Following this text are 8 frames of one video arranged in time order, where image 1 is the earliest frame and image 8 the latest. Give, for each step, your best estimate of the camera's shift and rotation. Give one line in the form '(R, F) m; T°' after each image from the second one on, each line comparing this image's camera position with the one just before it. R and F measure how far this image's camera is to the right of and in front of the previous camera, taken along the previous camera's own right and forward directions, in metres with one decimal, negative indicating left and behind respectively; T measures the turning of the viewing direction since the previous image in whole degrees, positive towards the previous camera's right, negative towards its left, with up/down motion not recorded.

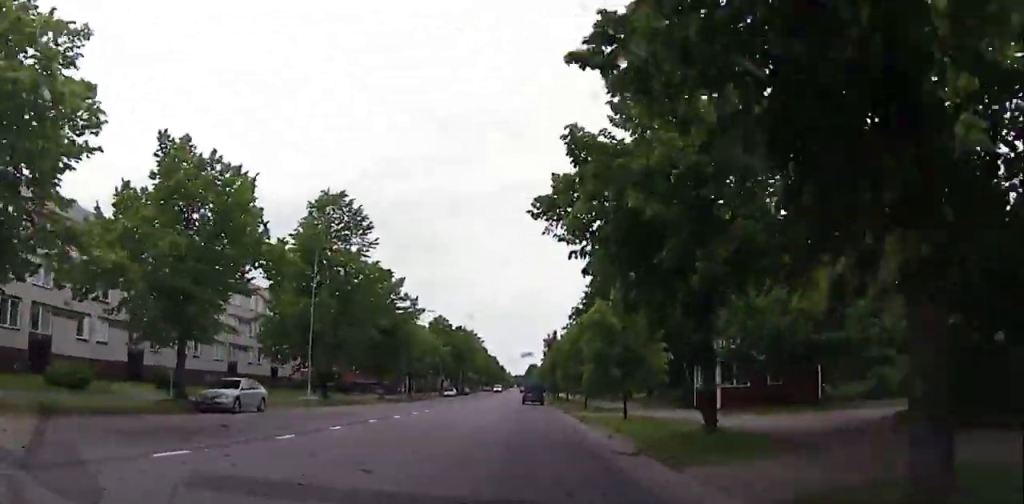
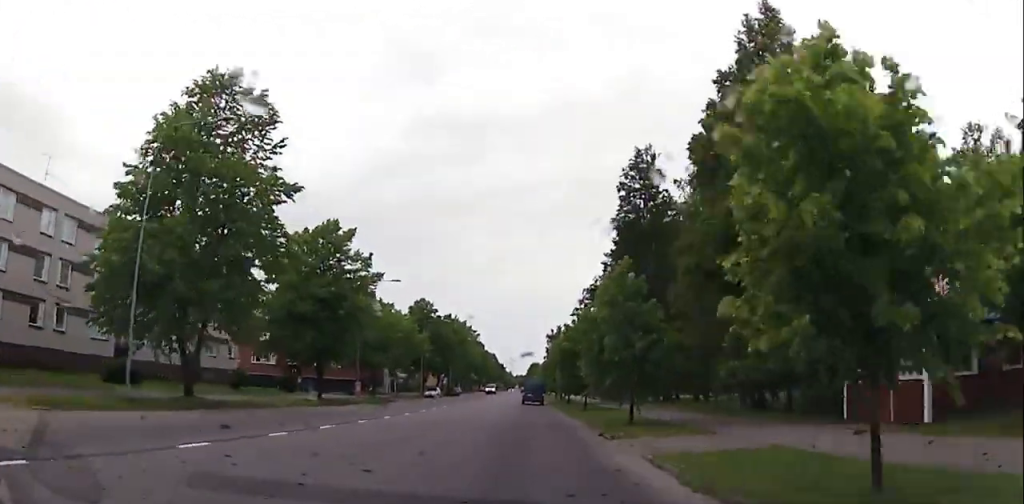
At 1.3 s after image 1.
(0.0, +20.6) m; 0°
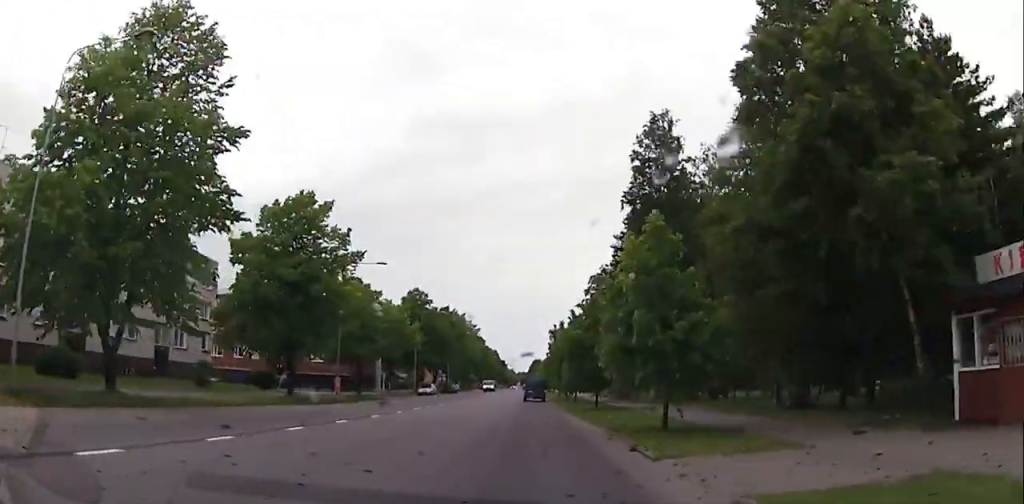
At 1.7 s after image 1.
(0.0, +6.3) m; 0°
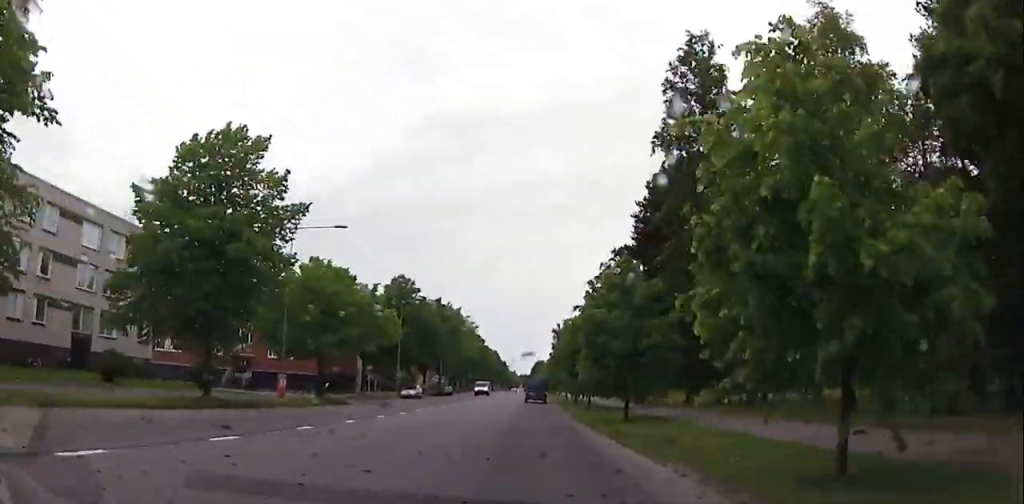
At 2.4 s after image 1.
(0.0, +11.4) m; 0°
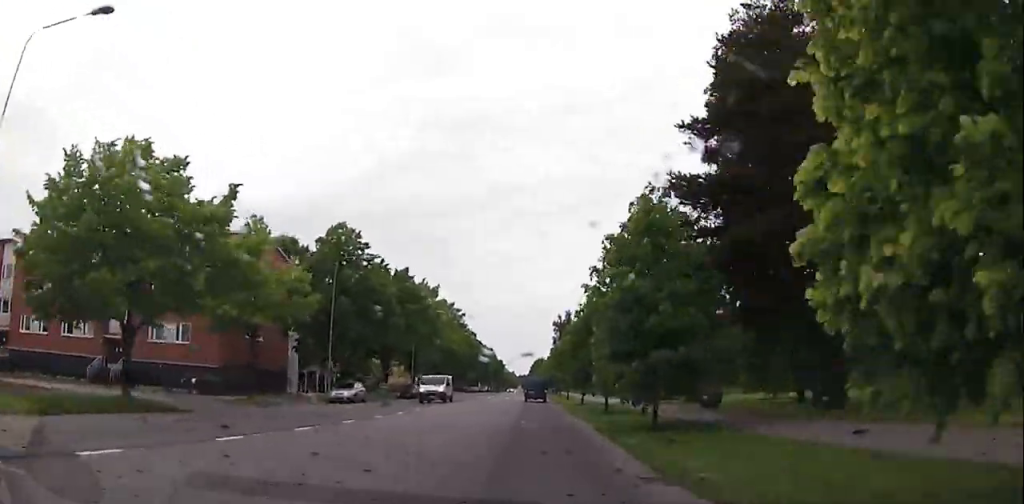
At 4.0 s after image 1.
(0.0, +23.2) m; -1°
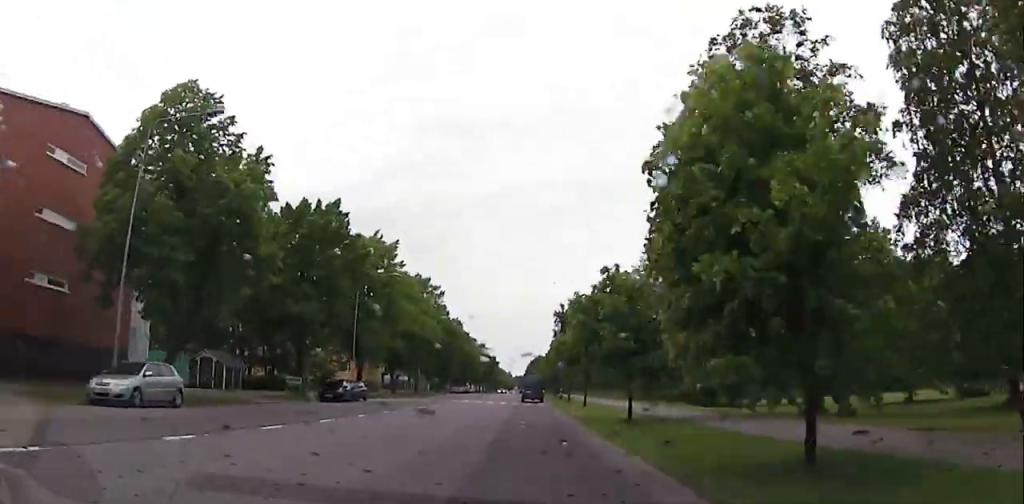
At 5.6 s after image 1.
(-0.8, +24.5) m; -1°
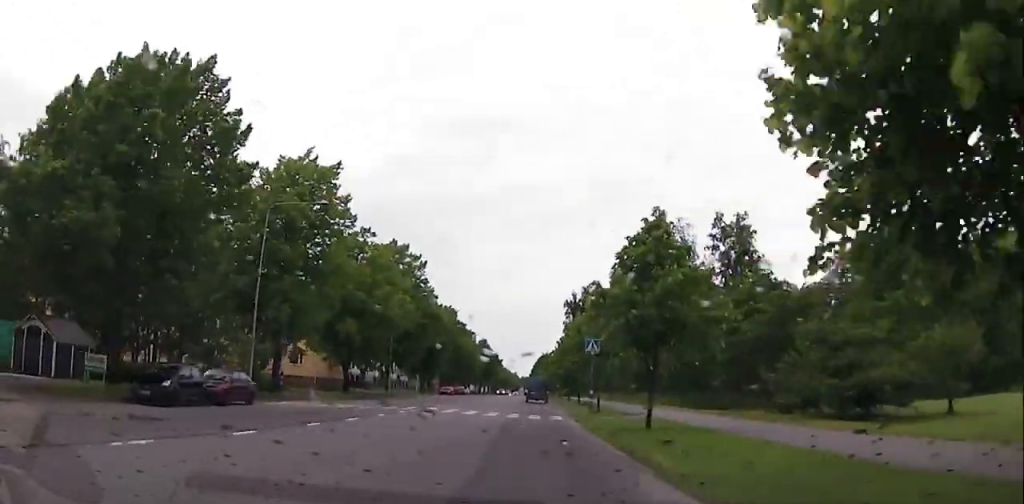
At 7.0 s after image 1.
(+0.8, +20.8) m; +1°
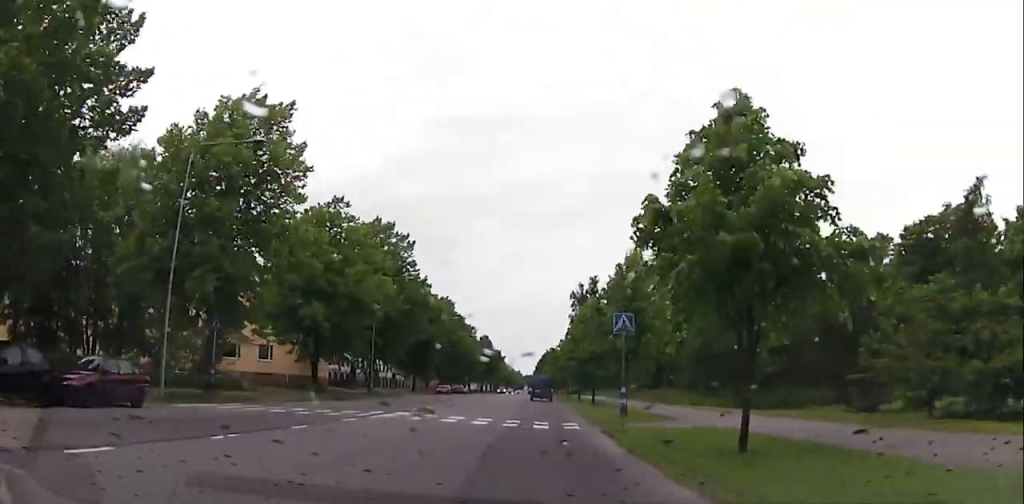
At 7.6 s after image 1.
(+0.1, +8.9) m; -1°
